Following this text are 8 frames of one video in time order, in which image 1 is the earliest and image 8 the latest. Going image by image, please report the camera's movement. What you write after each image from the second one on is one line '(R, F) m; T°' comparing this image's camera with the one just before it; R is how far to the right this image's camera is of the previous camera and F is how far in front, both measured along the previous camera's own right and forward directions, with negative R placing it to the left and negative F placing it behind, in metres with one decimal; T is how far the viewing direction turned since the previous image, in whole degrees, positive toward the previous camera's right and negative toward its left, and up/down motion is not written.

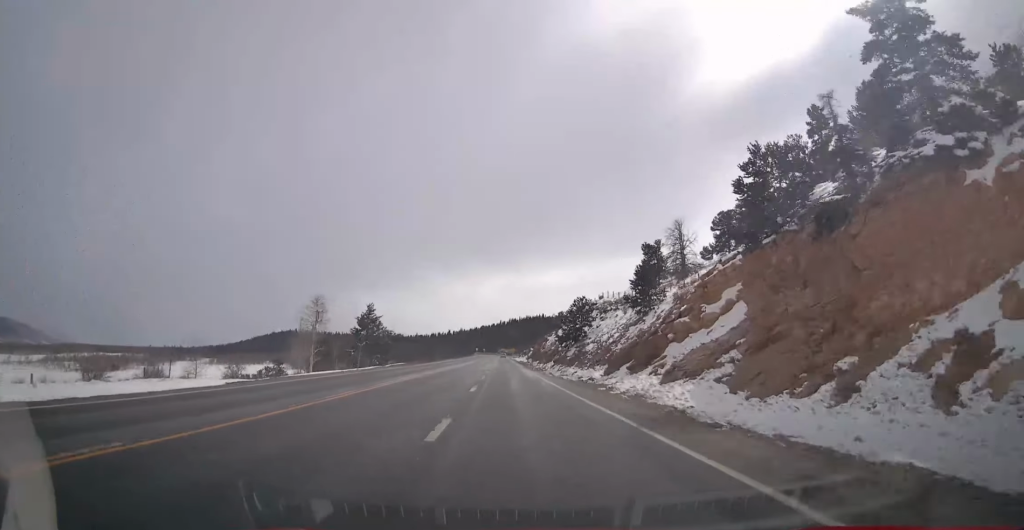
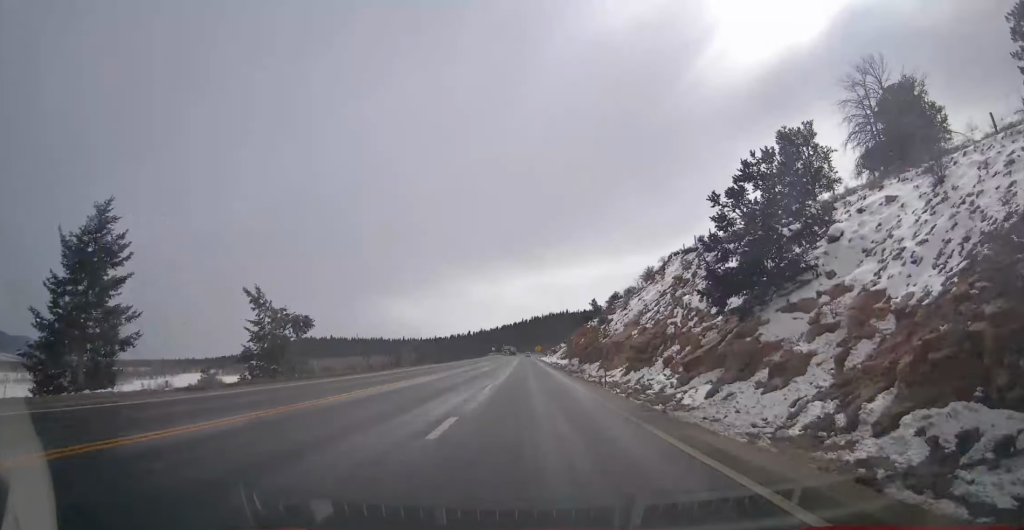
(-1.2, +48.9) m; -3°
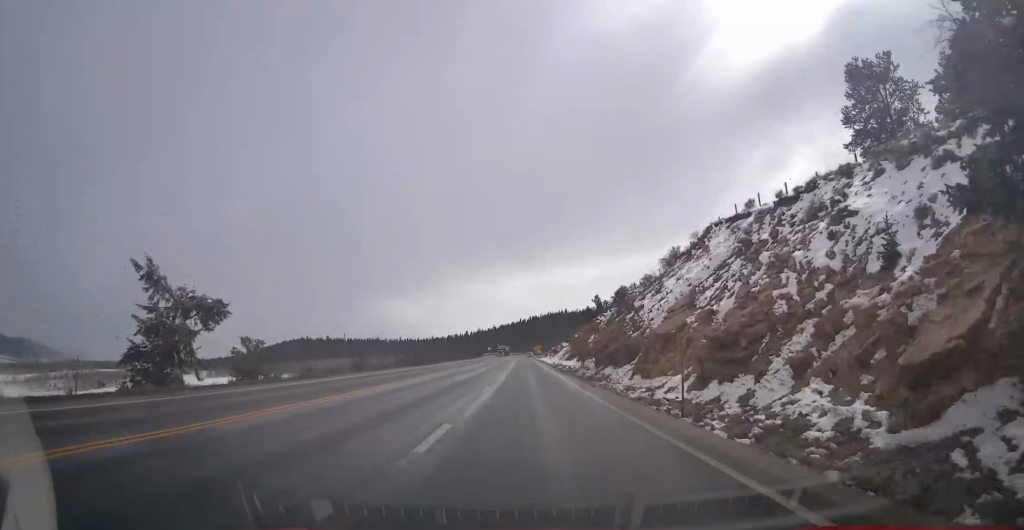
(-0.3, +12.8) m; 0°
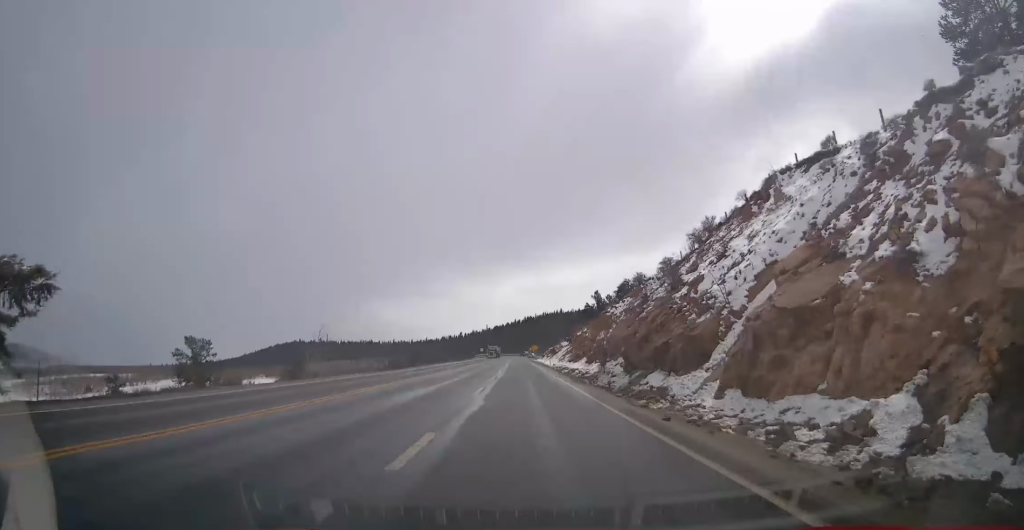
(-0.3, +13.3) m; 0°
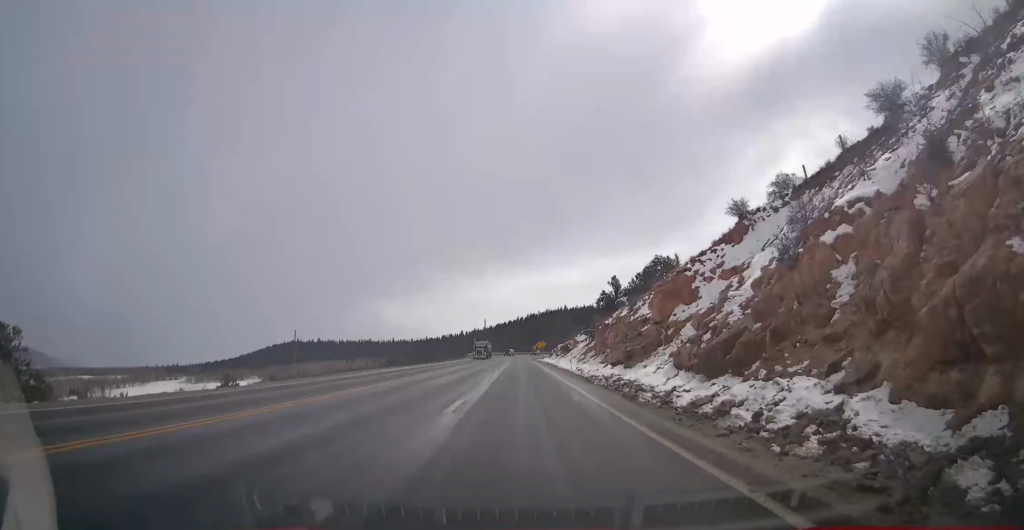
(+0.5, +30.2) m; 0°
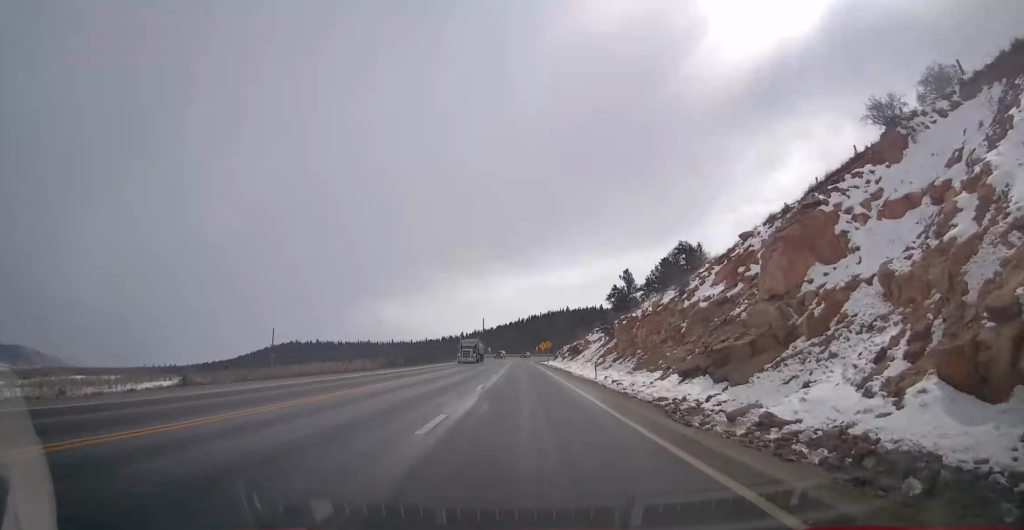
(-0.4, +16.3) m; -1°
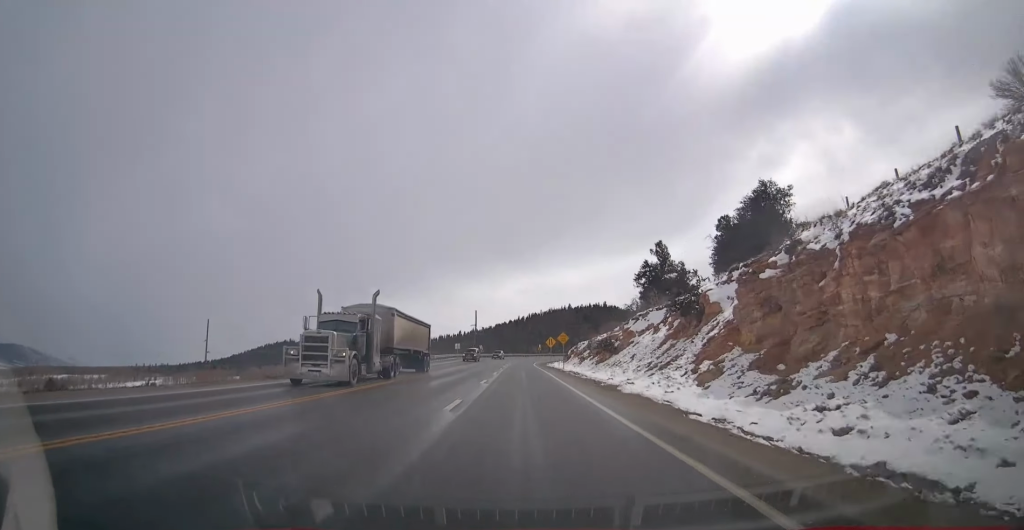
(-0.1, +32.7) m; +1°
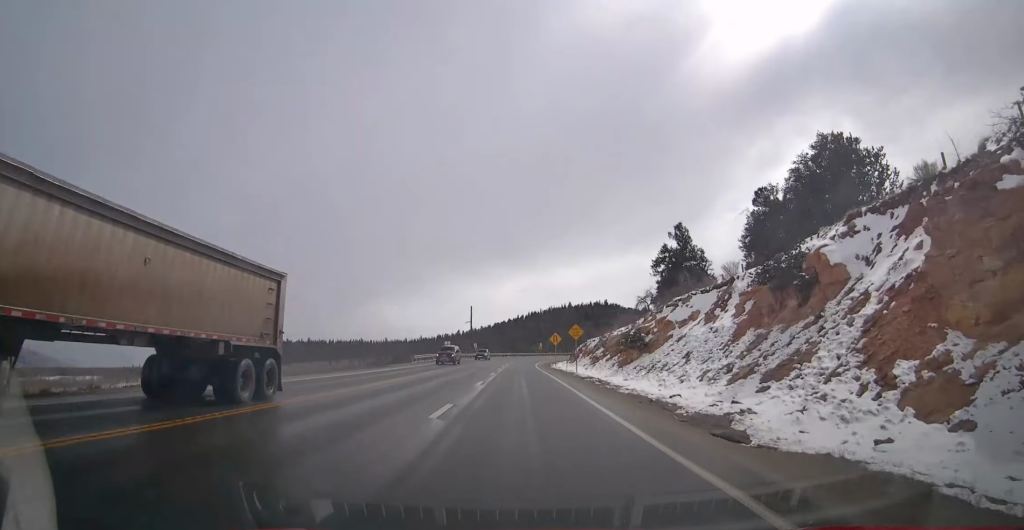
(+0.4, +13.9) m; 0°
